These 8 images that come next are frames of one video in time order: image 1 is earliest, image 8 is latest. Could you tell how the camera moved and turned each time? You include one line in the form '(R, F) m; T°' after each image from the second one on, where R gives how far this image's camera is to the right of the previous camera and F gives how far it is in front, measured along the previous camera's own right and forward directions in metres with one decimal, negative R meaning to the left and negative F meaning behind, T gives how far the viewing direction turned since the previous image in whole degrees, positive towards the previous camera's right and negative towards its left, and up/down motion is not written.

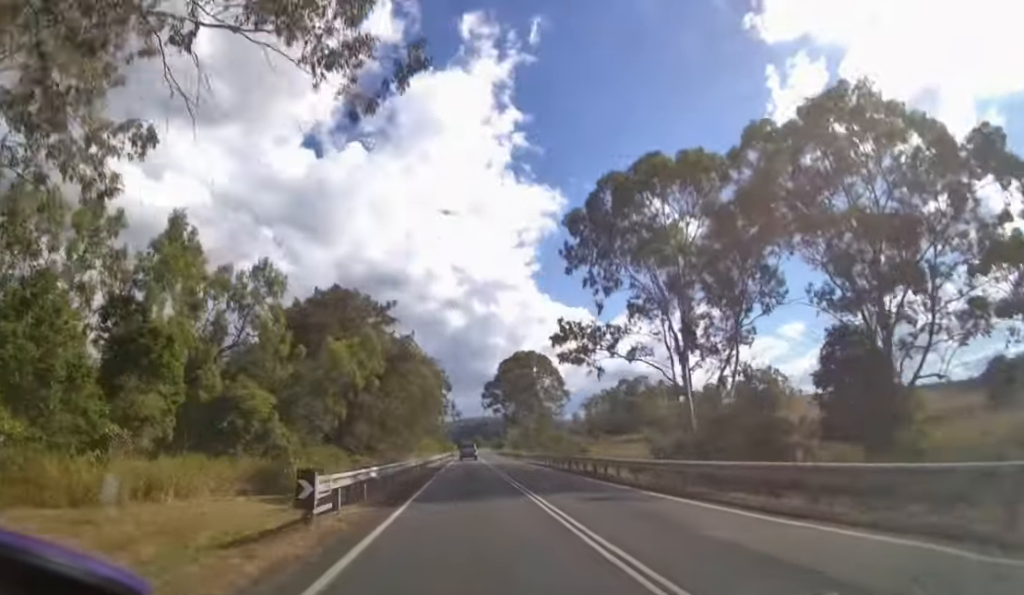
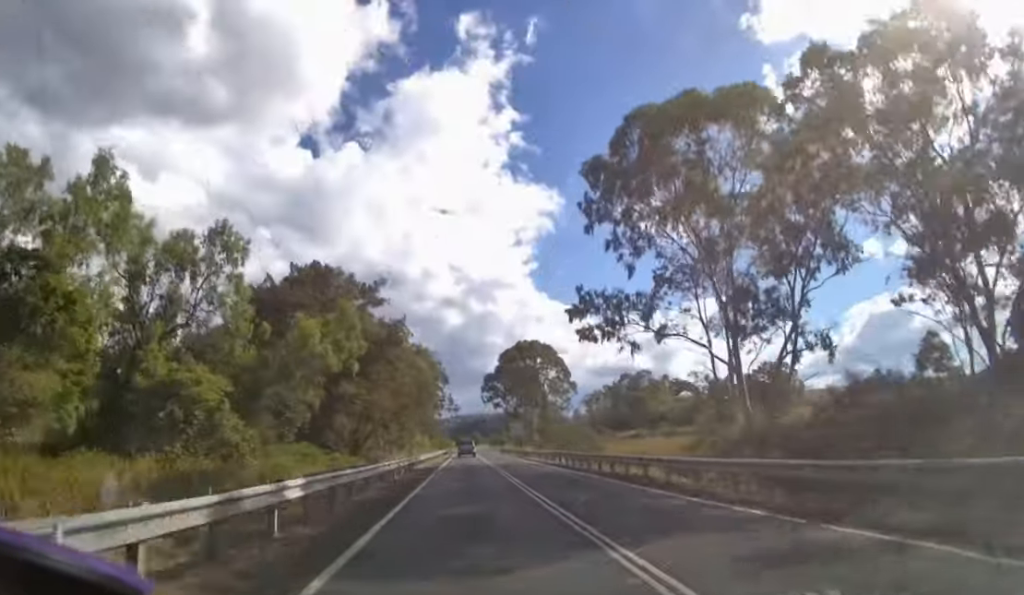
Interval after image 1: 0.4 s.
(0.0, +8.7) m; 0°
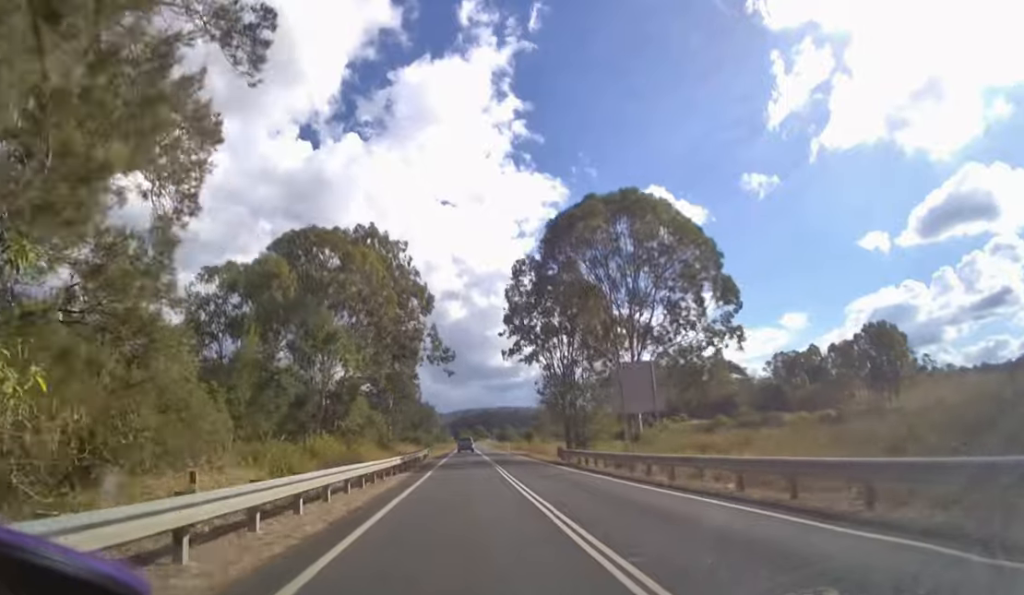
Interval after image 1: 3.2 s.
(+0.1, +55.6) m; 0°
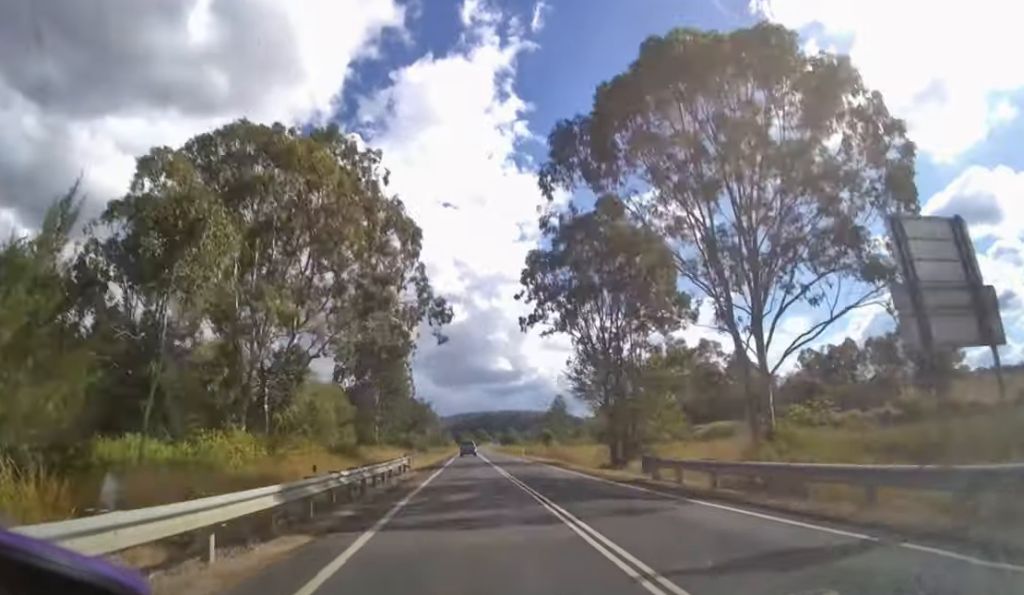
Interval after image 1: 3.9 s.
(0.0, +14.3) m; 0°
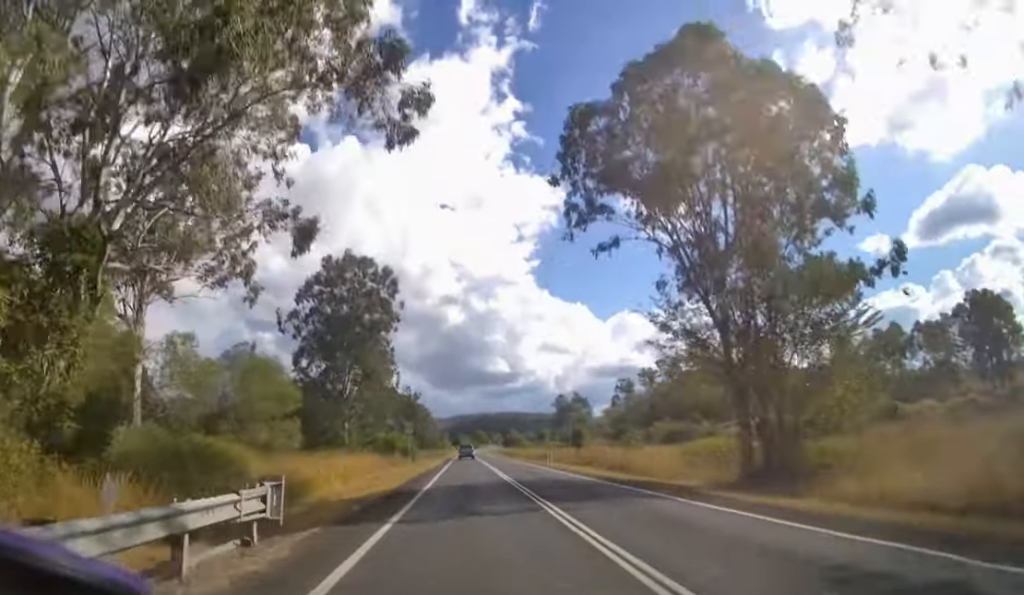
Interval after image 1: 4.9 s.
(0.0, +16.6) m; 0°
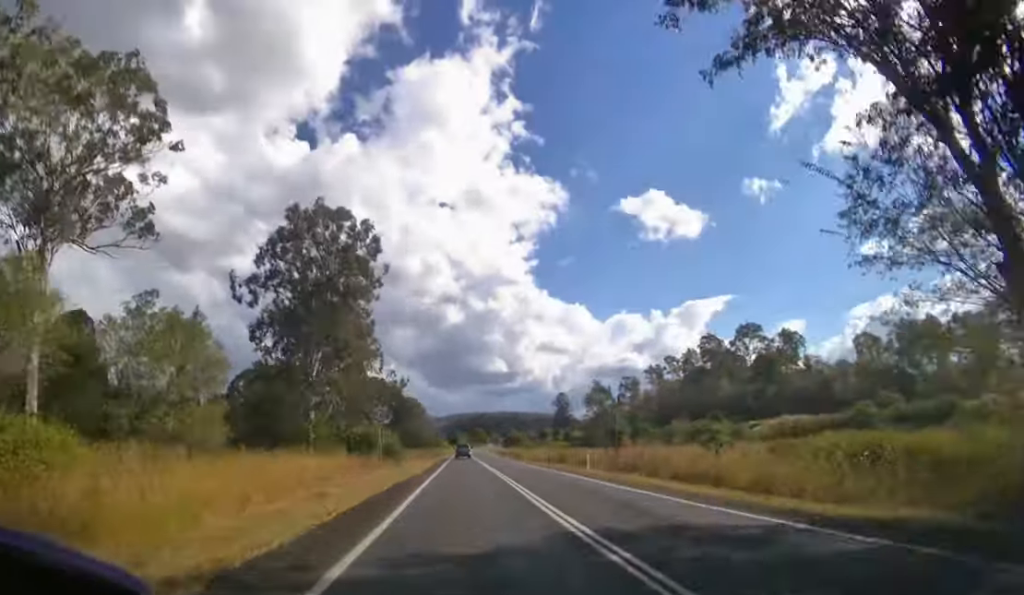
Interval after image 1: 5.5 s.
(0.0, +10.2) m; 0°
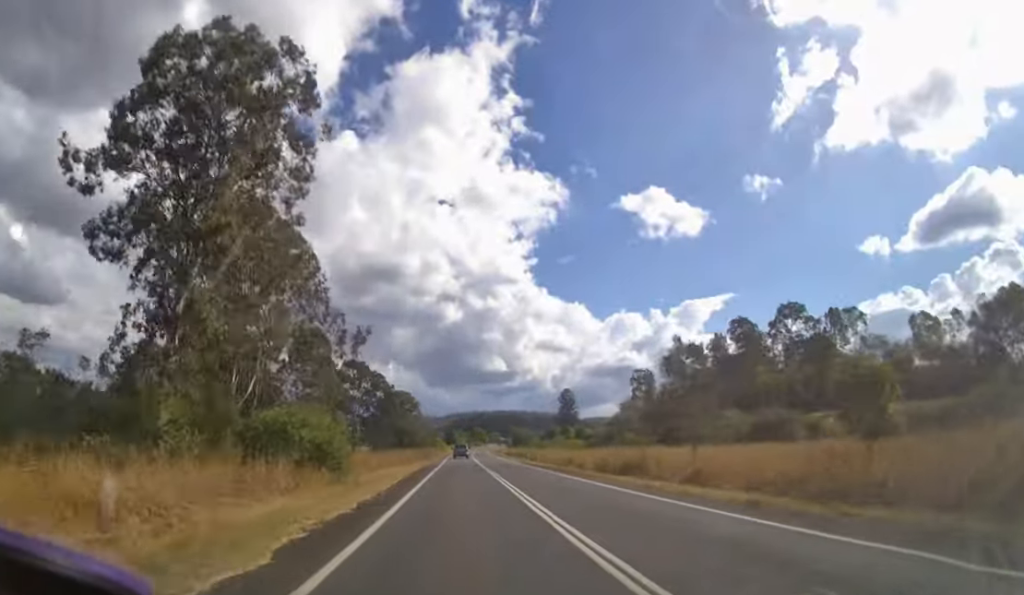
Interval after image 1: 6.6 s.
(0.0, +19.0) m; 0°
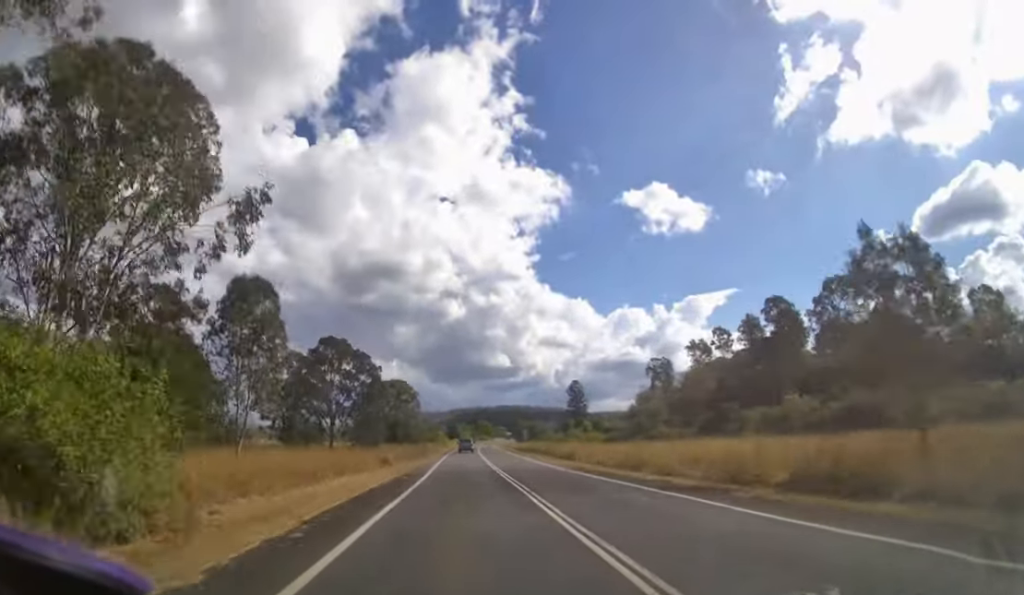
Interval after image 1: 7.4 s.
(0.0, +16.4) m; 0°
